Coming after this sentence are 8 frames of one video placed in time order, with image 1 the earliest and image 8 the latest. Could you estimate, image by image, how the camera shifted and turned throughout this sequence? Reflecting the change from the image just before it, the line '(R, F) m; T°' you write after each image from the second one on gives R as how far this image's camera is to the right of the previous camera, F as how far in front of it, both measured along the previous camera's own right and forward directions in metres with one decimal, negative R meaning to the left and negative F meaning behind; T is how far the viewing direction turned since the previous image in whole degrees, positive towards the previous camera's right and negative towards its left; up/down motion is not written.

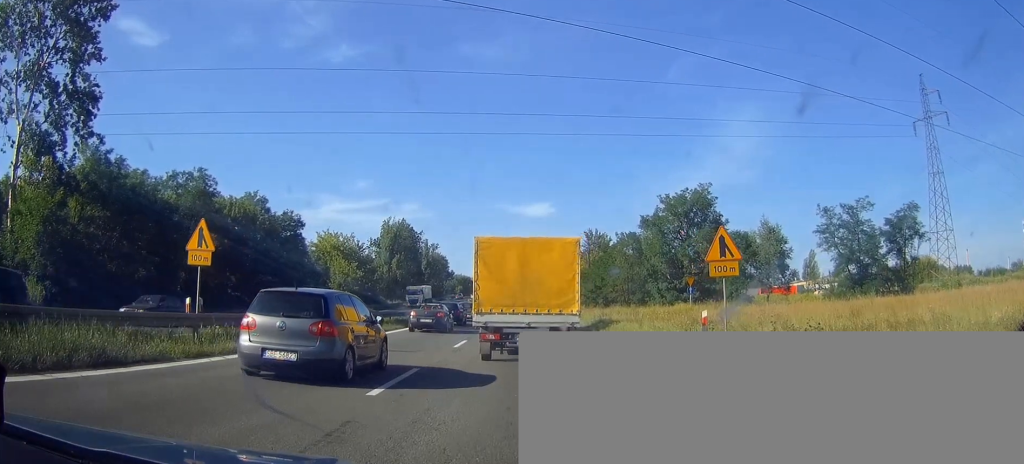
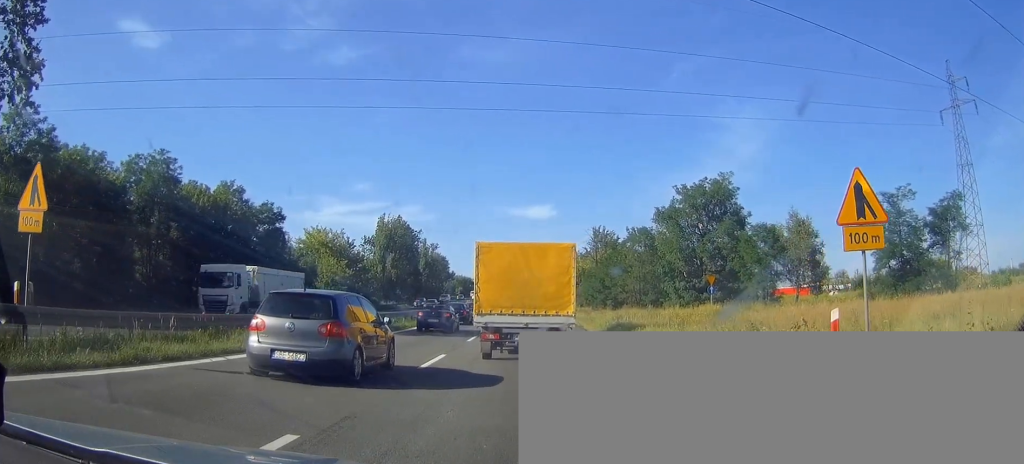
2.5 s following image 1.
(-0.1, +7.2) m; -3°
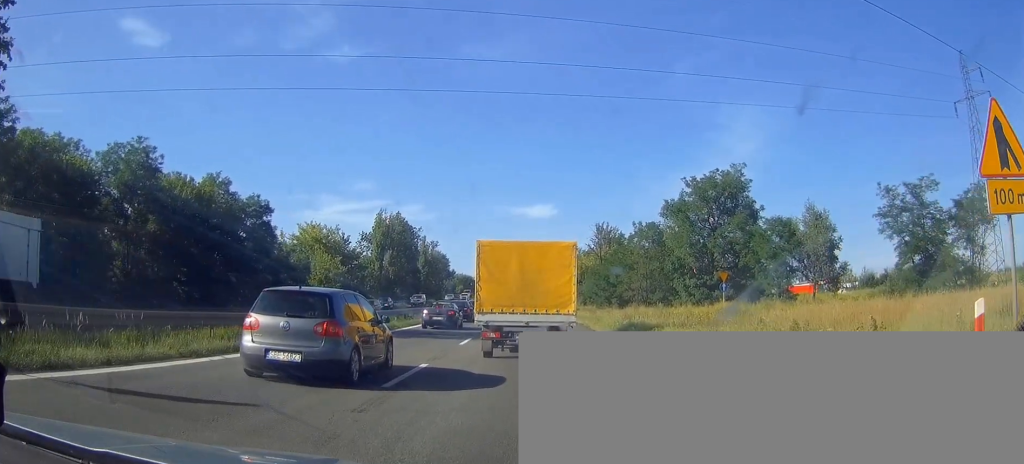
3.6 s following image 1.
(-0.1, +3.4) m; -1°
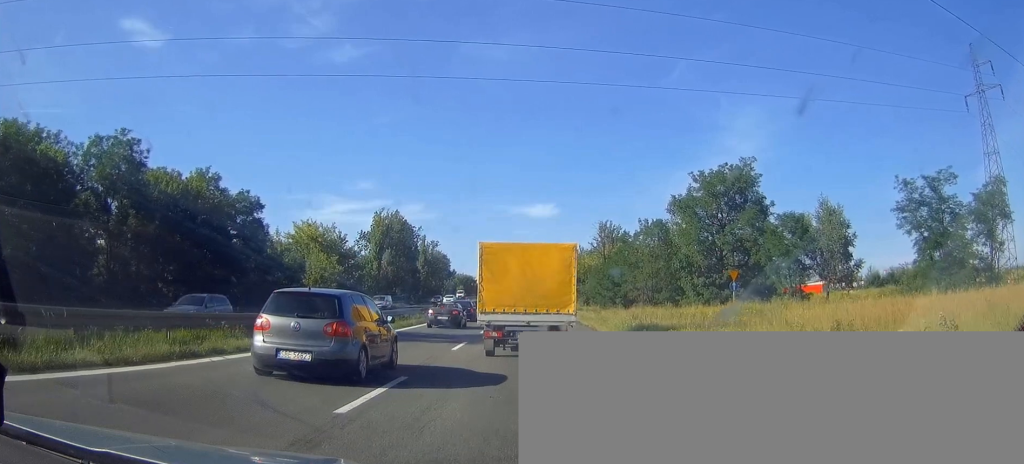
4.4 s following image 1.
(0.0, +2.7) m; +1°
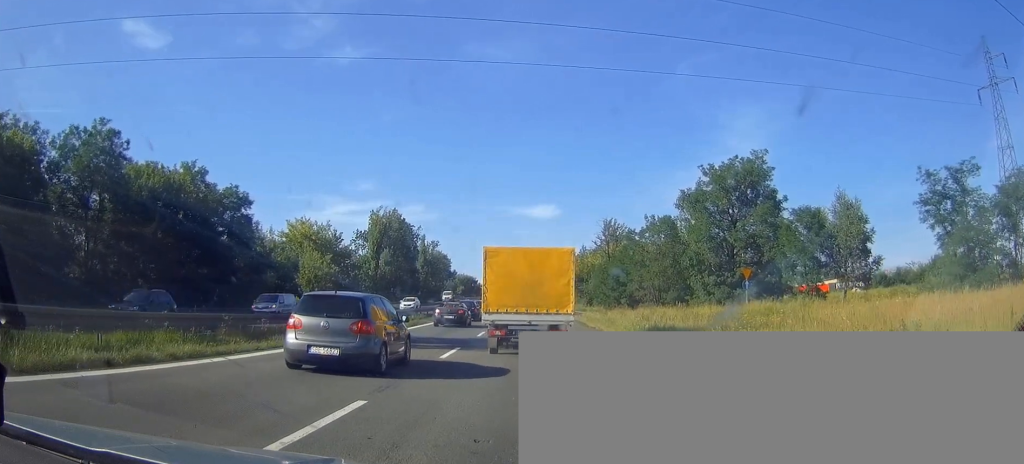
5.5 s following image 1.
(+0.1, +3.5) m; 0°
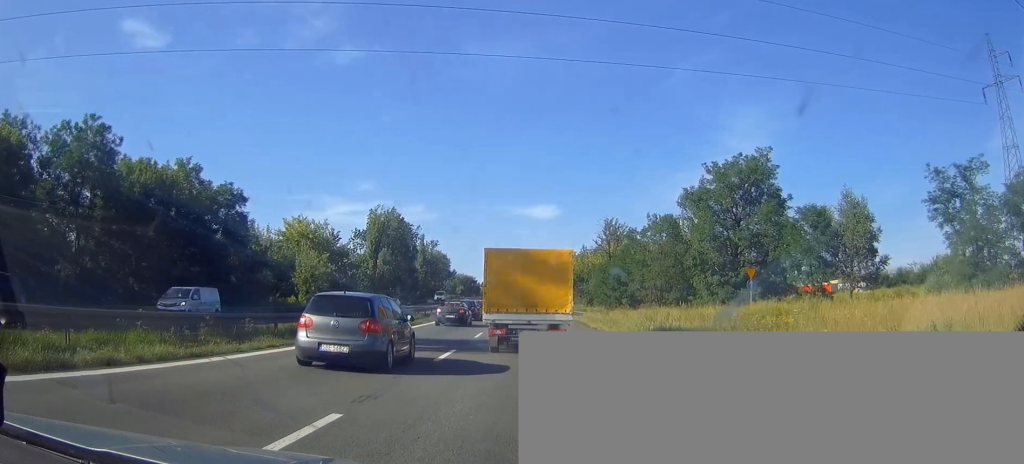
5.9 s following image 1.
(0.0, +1.3) m; -1°
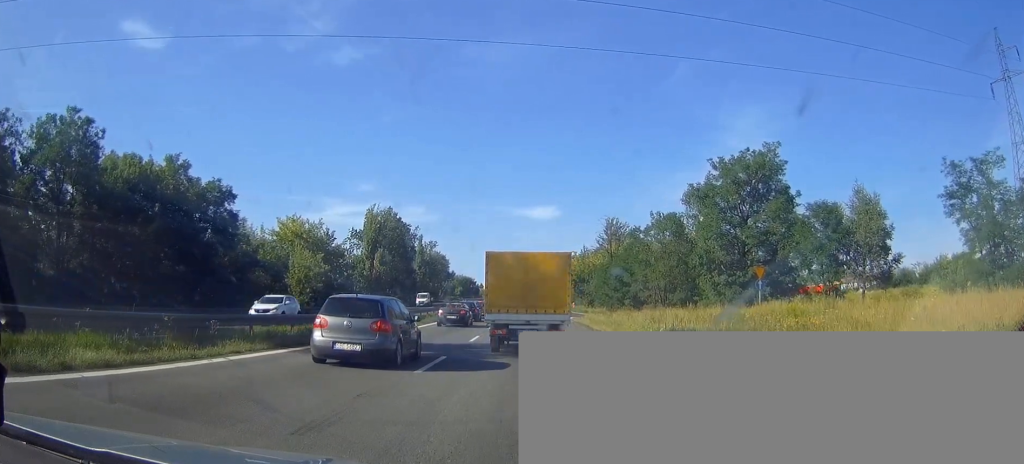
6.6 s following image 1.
(-0.1, +2.3) m; -1°
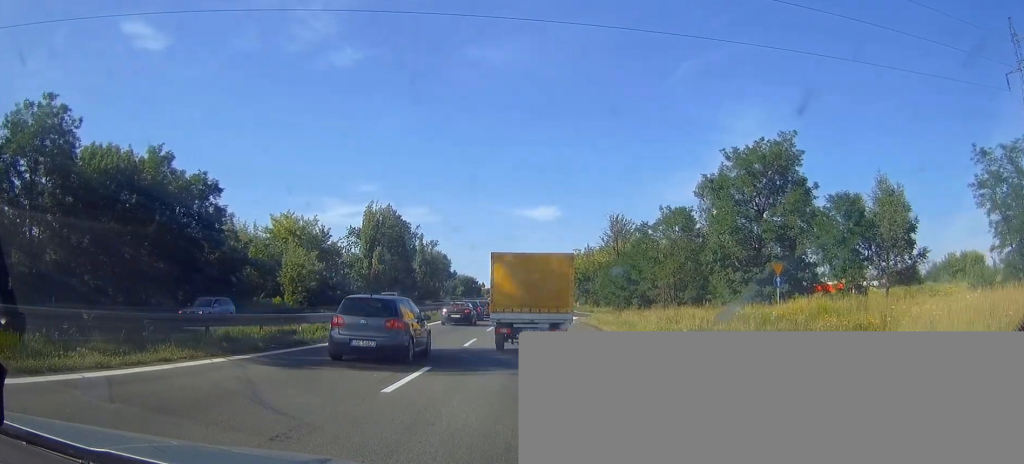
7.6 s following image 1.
(+0.1, +3.3) m; +1°
